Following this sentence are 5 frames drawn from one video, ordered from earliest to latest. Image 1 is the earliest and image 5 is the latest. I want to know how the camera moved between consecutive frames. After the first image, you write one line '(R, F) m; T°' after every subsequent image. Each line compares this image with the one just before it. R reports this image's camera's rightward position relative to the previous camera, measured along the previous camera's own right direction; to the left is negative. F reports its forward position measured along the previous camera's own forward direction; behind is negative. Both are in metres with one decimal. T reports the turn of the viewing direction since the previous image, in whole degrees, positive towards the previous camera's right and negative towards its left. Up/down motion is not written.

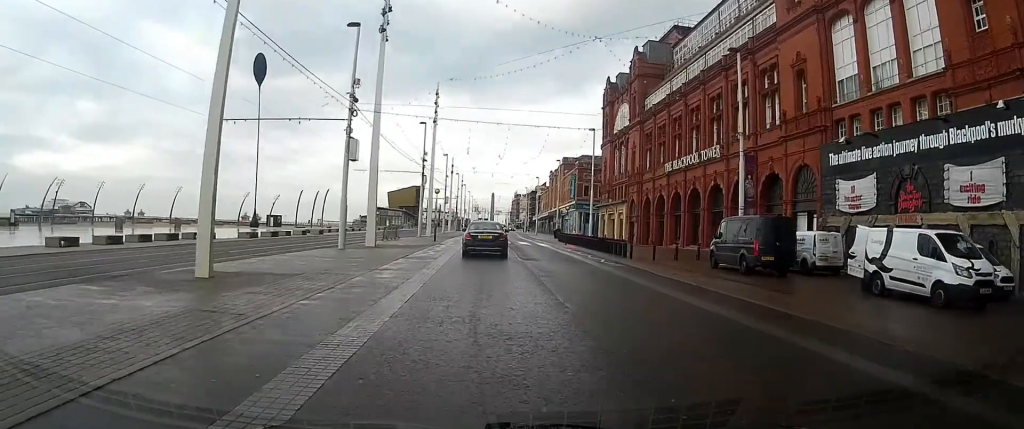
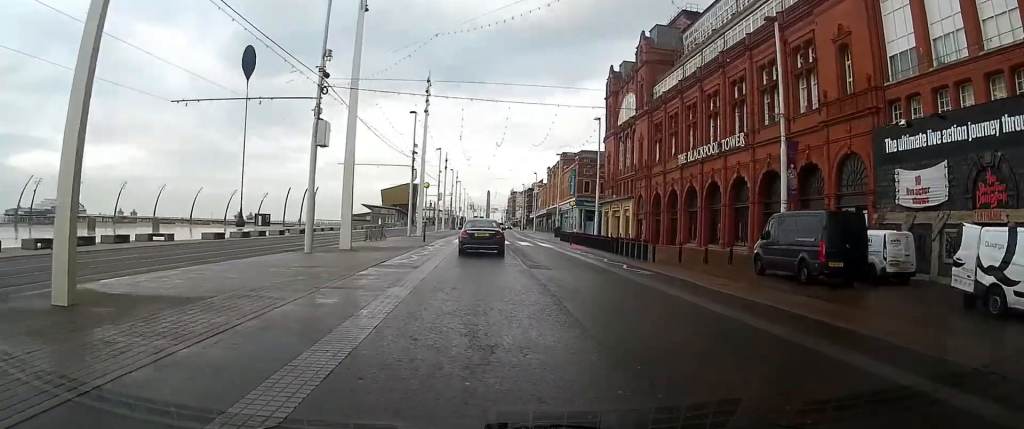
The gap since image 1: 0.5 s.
(0.0, +5.3) m; 0°
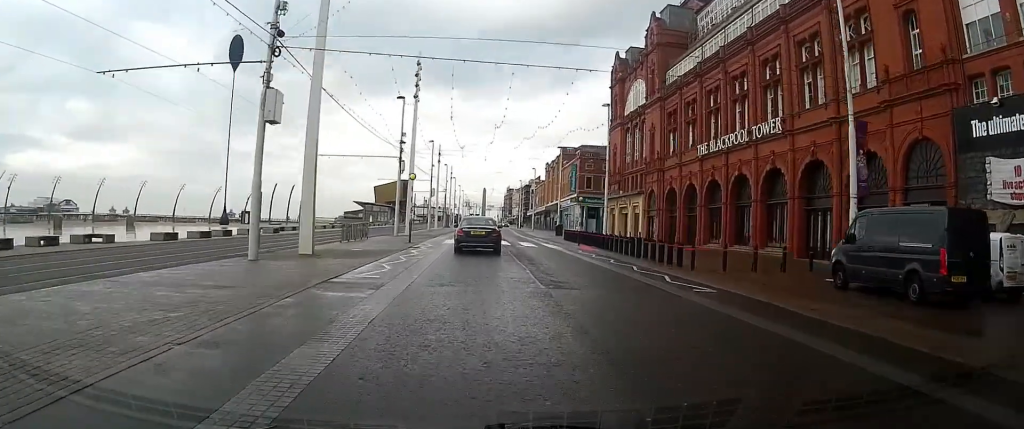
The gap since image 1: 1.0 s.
(+0.1, +5.9) m; 0°
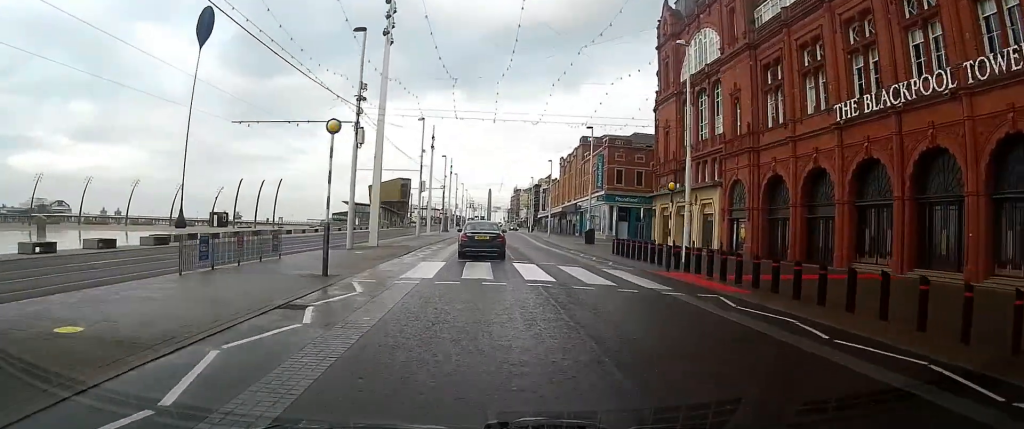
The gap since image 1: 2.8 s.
(-0.1, +19.8) m; -1°
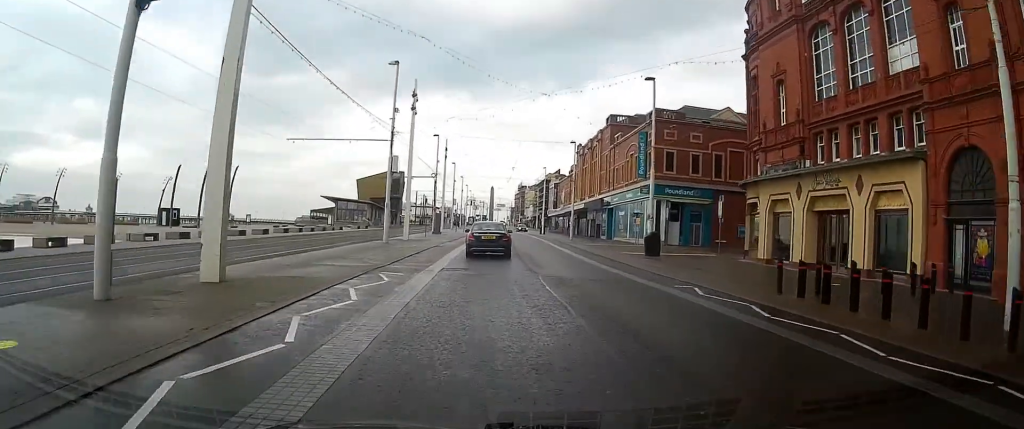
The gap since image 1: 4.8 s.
(-0.1, +21.9) m; 0°
